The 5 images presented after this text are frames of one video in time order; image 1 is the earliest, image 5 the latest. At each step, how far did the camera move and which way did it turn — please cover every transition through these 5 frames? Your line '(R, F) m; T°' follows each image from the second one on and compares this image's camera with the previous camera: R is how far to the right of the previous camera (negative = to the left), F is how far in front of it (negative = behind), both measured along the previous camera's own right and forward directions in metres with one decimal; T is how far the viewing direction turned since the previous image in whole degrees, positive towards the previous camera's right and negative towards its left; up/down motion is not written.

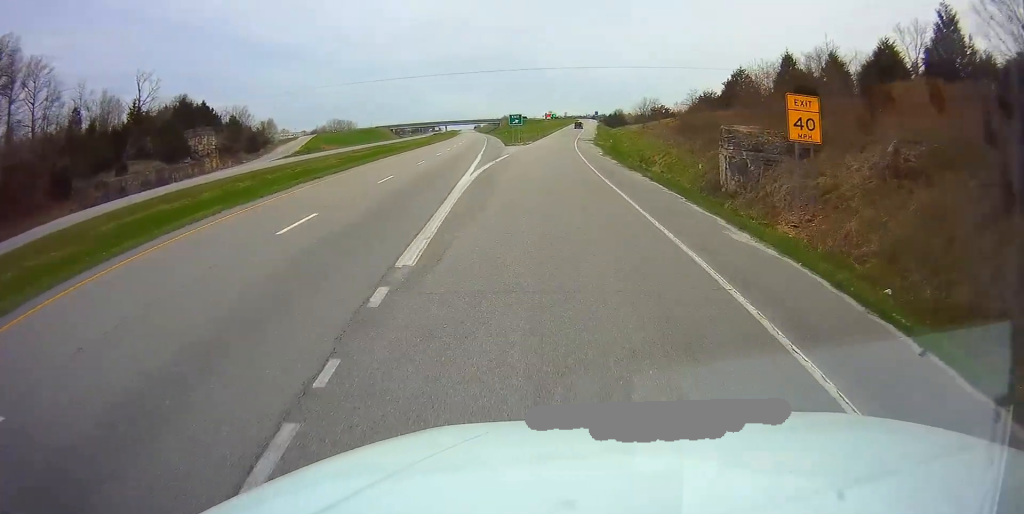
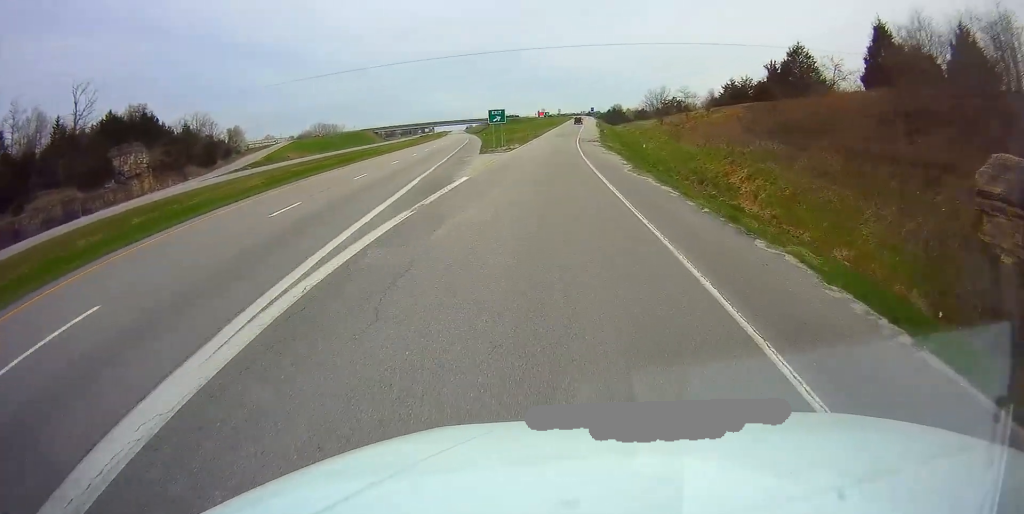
(0.0, +19.8) m; 0°
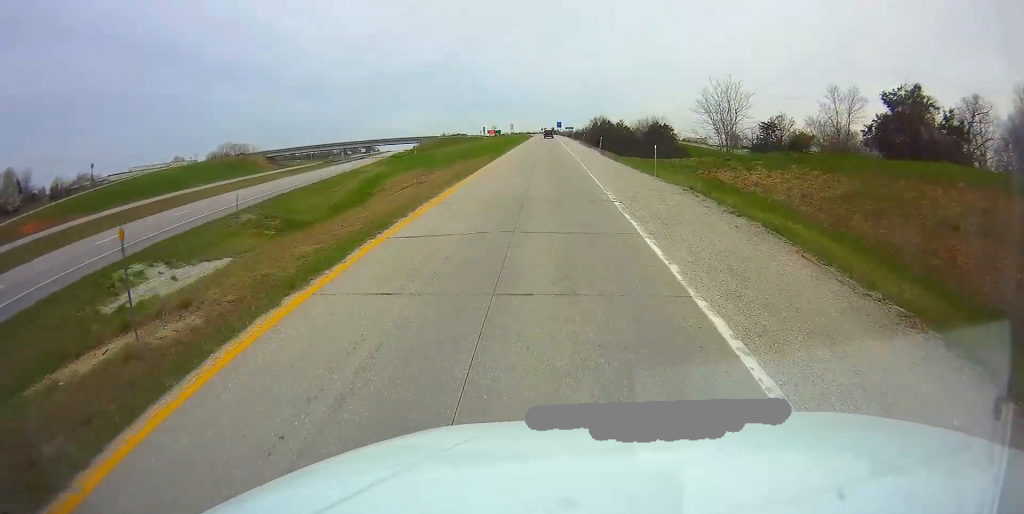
(+3.4, +87.1) m; +4°
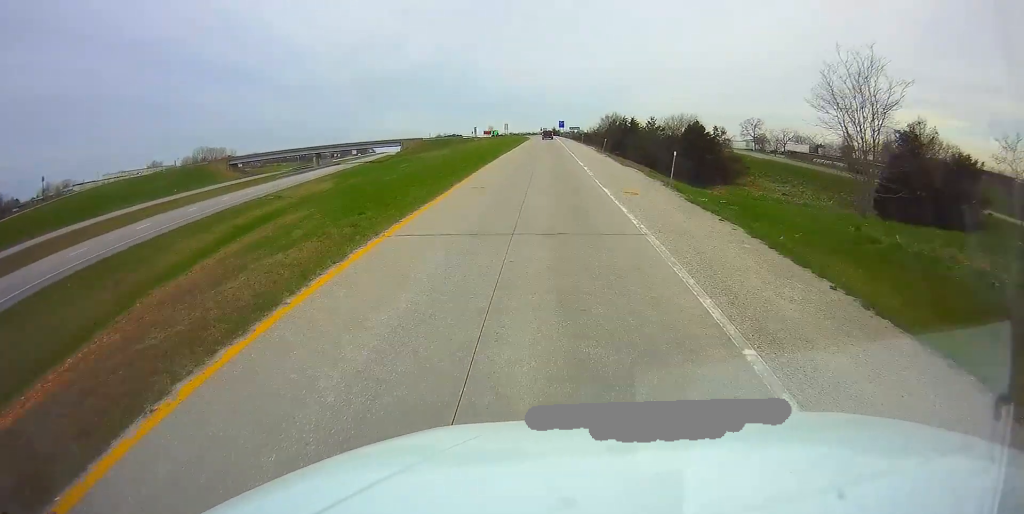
(+0.2, +31.6) m; 0°
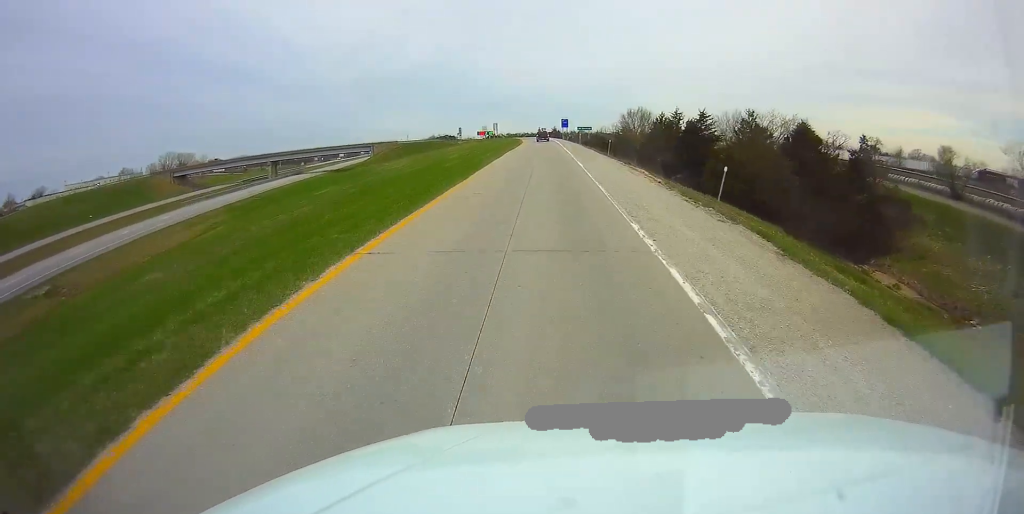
(-0.3, +36.8) m; 0°
